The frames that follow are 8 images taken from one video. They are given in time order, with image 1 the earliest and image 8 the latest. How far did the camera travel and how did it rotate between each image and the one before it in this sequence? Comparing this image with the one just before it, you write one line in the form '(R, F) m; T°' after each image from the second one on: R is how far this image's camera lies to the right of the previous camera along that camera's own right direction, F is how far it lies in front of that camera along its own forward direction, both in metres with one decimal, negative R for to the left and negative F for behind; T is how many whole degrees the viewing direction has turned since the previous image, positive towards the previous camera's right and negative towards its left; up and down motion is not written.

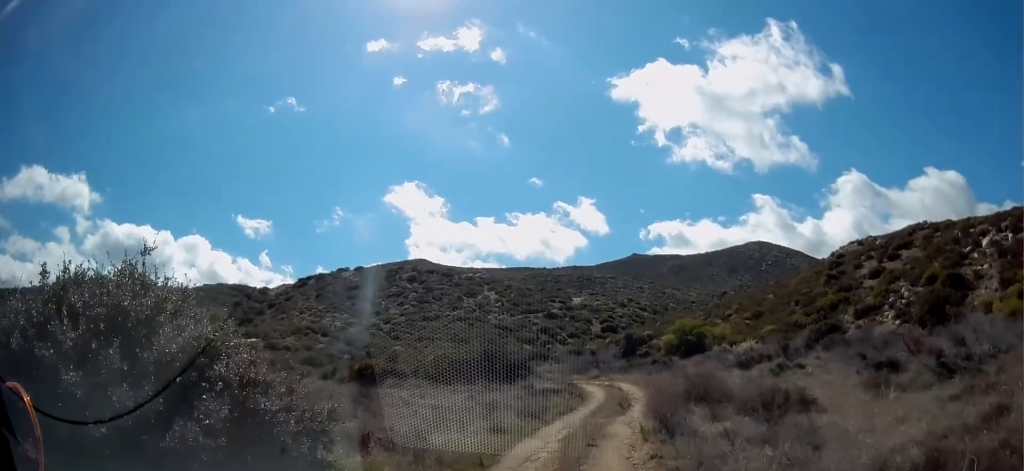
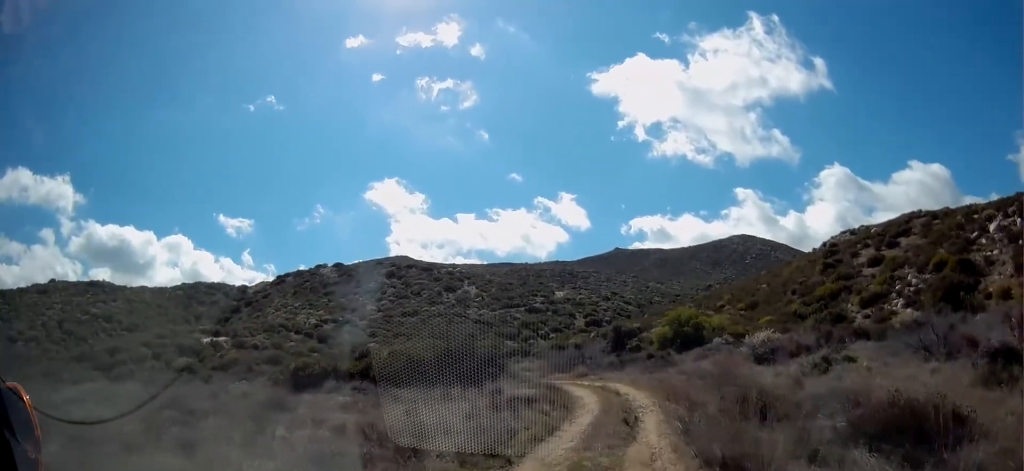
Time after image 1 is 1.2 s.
(-0.1, +6.5) m; +1°
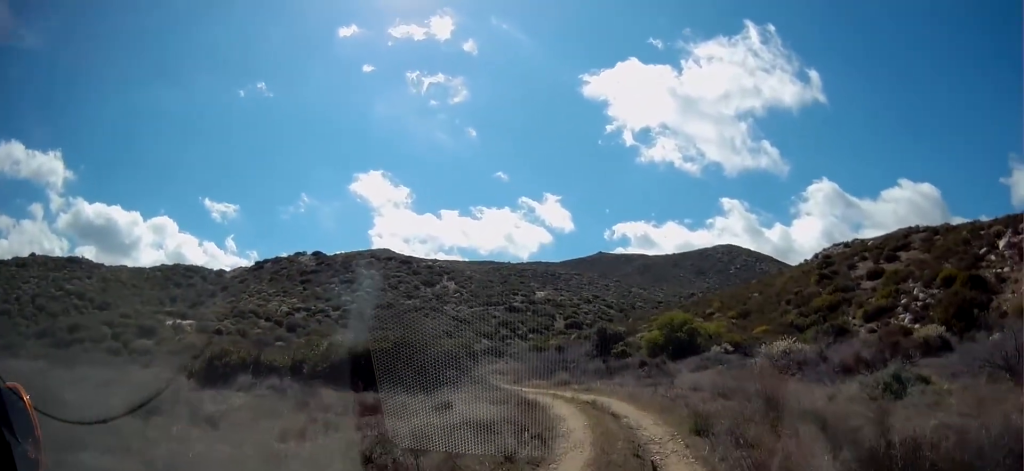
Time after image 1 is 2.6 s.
(+0.3, +6.4) m; +5°
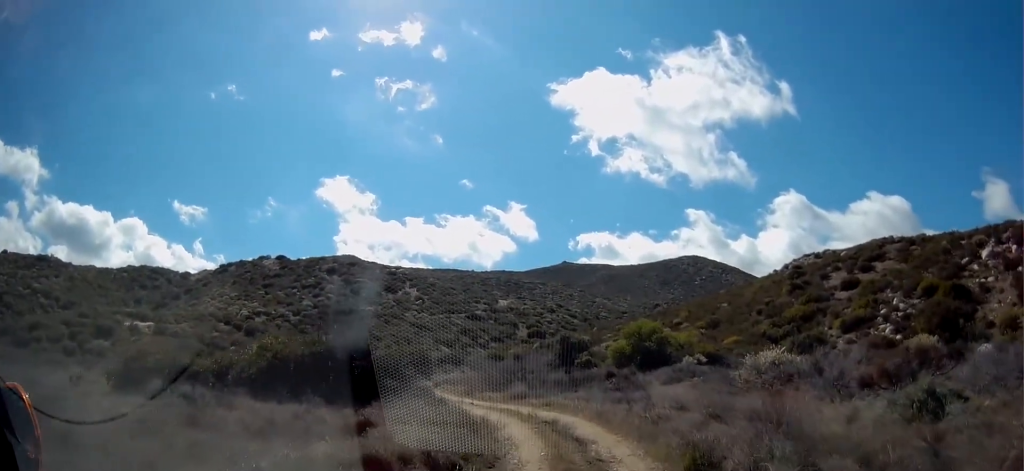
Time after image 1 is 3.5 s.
(+0.1, +3.7) m; +5°
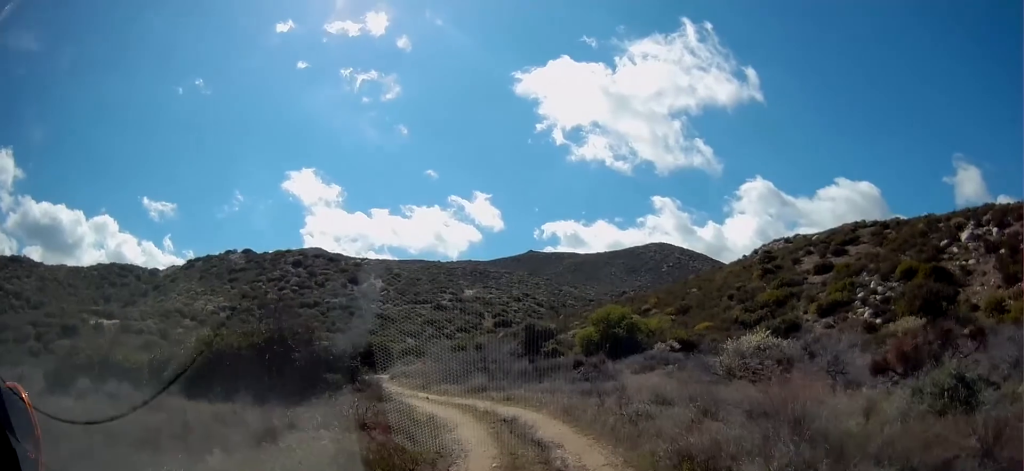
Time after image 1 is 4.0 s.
(+0.1, +2.1) m; +3°
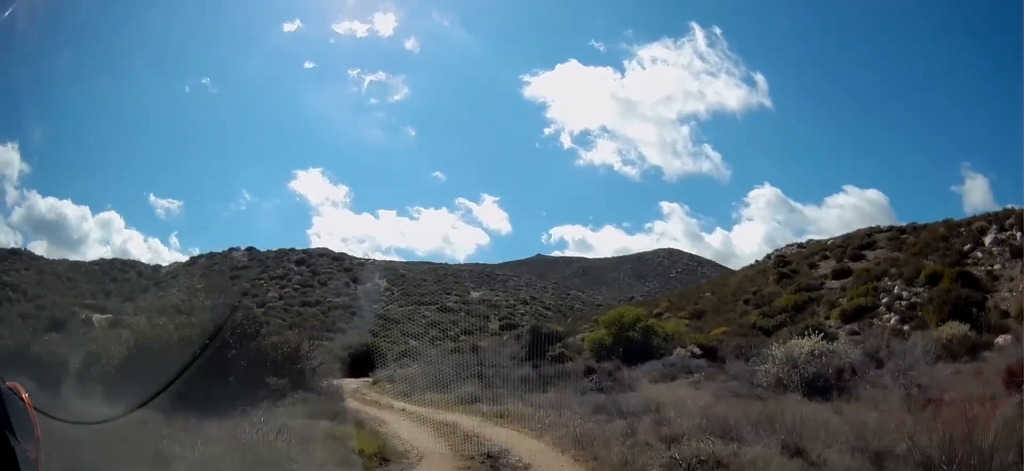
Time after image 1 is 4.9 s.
(0.0, +3.9) m; -4°
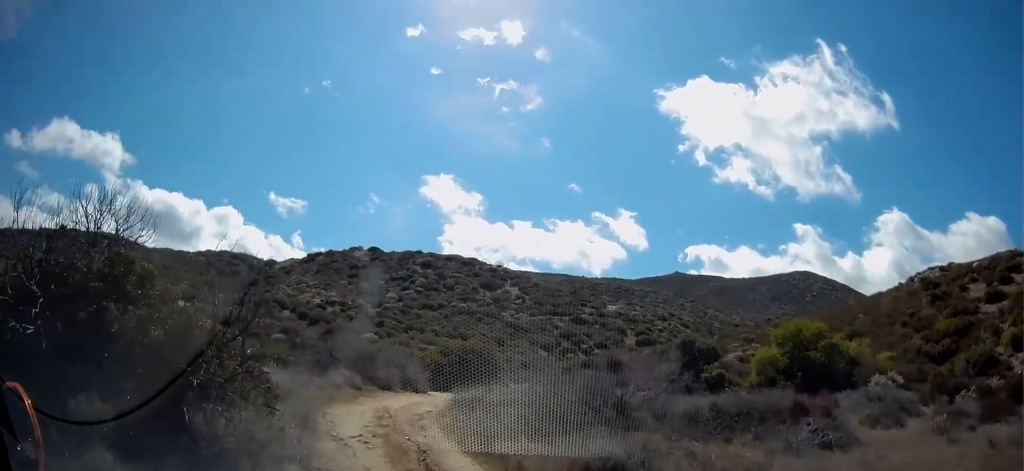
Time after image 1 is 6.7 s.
(-1.0, +8.9) m; -13°
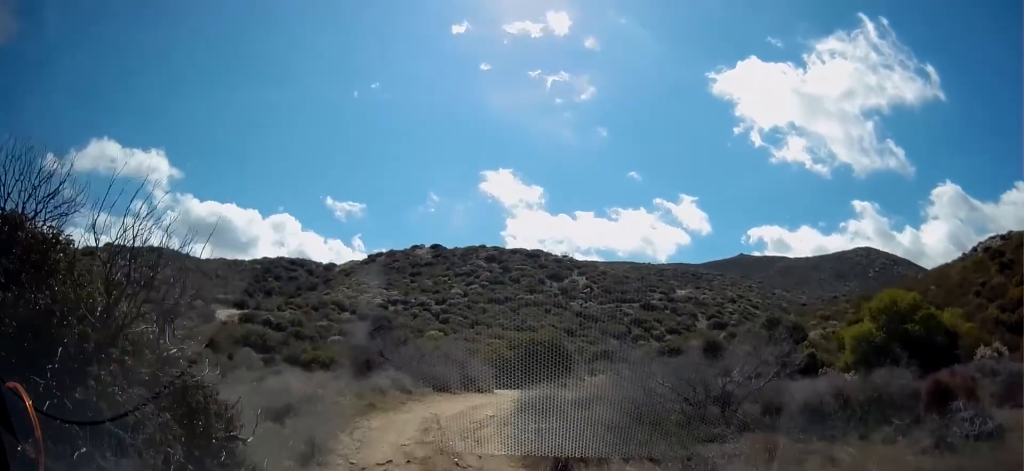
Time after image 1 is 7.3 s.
(-0.1, +3.1) m; -5°
